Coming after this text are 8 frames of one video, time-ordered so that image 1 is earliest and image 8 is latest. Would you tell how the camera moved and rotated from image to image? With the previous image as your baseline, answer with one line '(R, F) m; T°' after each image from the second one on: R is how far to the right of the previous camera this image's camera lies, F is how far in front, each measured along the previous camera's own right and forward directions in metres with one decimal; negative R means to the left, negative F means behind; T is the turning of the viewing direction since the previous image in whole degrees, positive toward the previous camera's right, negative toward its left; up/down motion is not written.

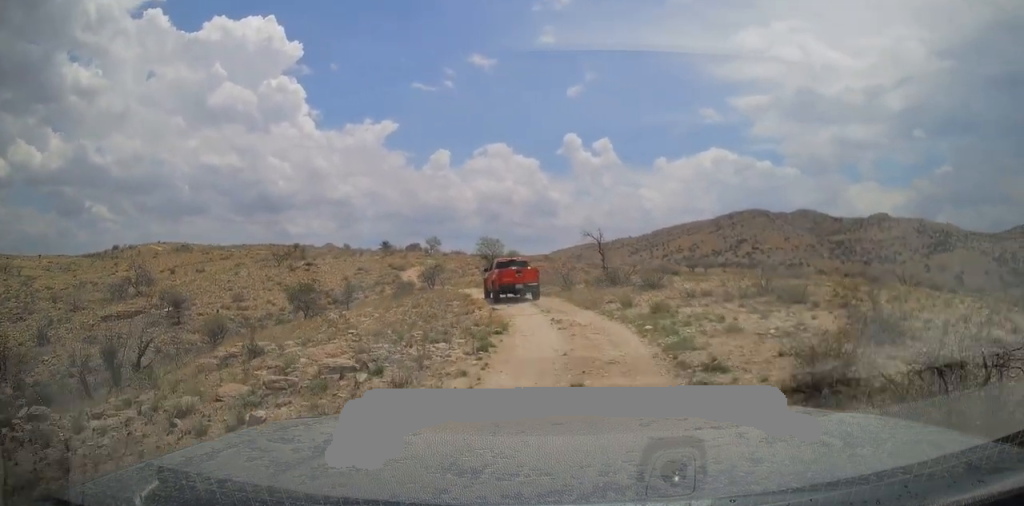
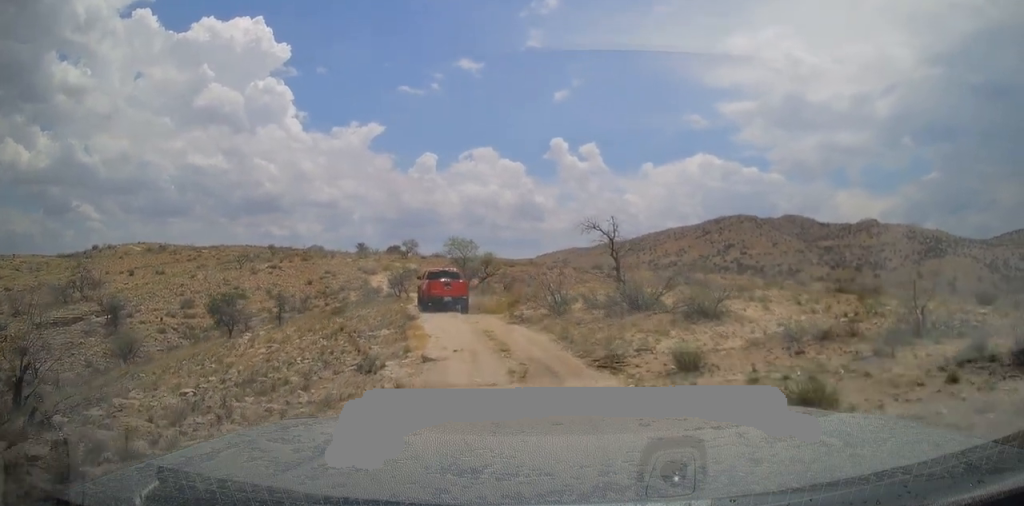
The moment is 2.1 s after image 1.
(+0.5, +10.3) m; +2°
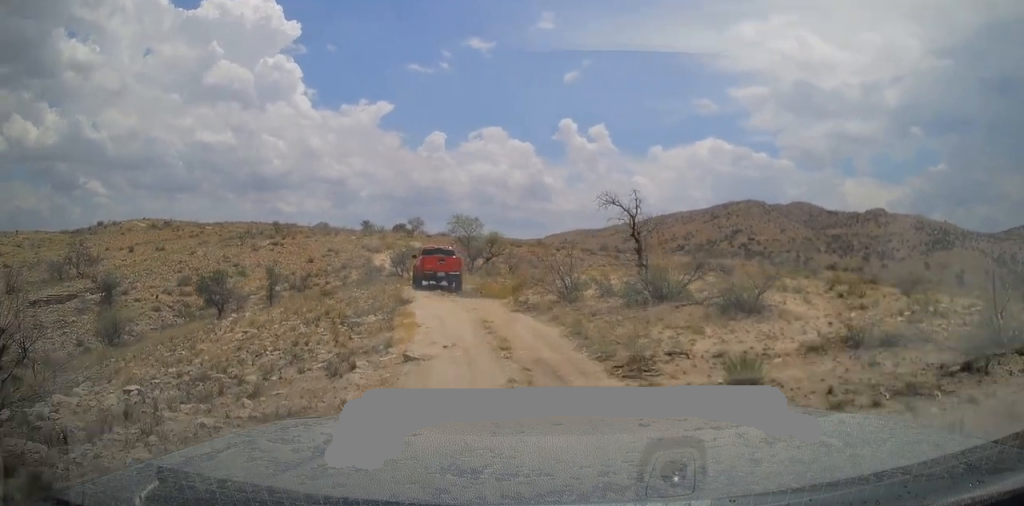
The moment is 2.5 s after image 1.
(0.0, +2.3) m; -1°
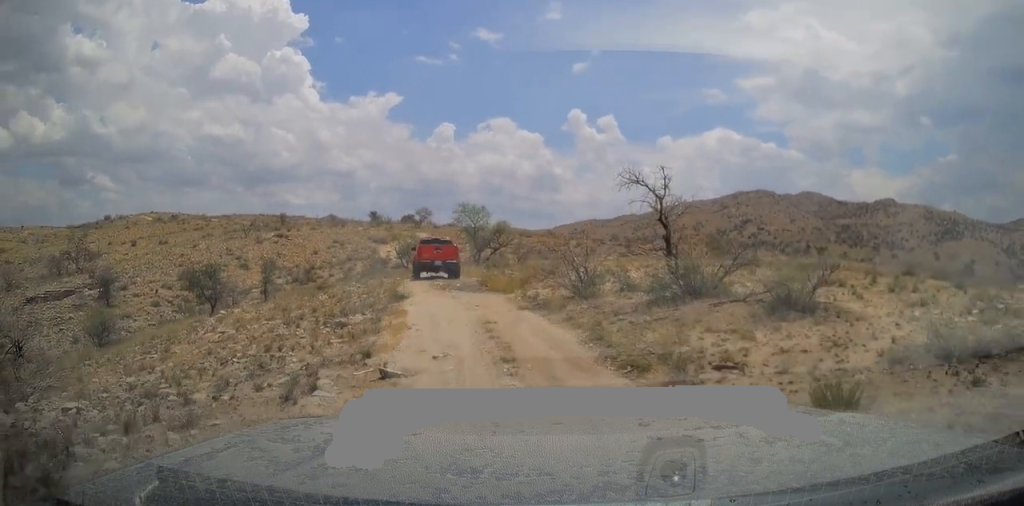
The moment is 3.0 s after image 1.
(-0.1, +2.1) m; -2°
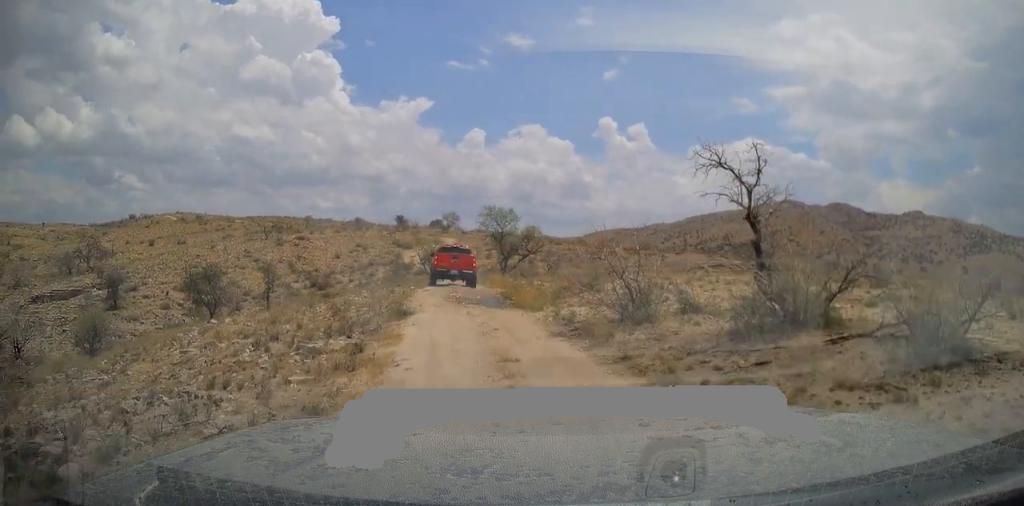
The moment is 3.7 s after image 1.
(-0.1, +3.4) m; -4°
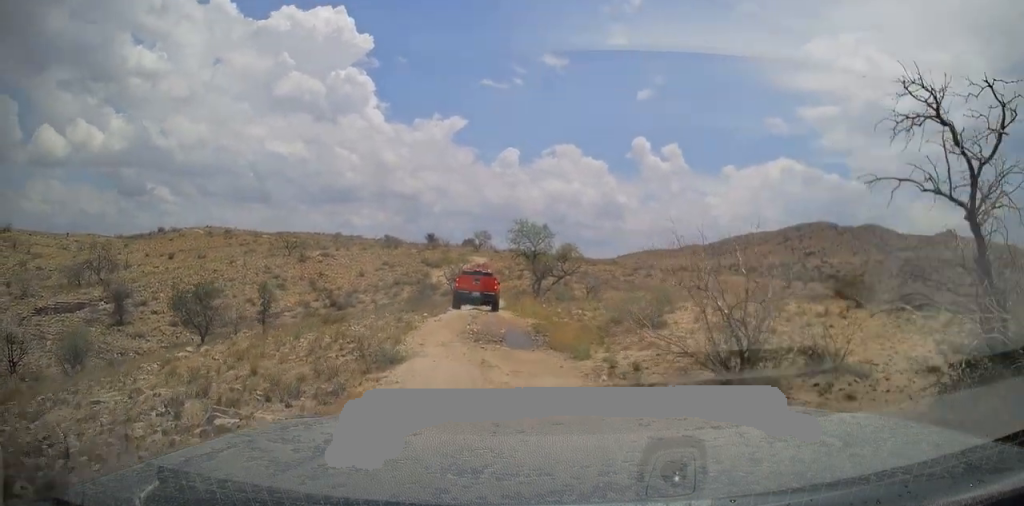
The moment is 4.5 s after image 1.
(-0.1, +4.2) m; -4°
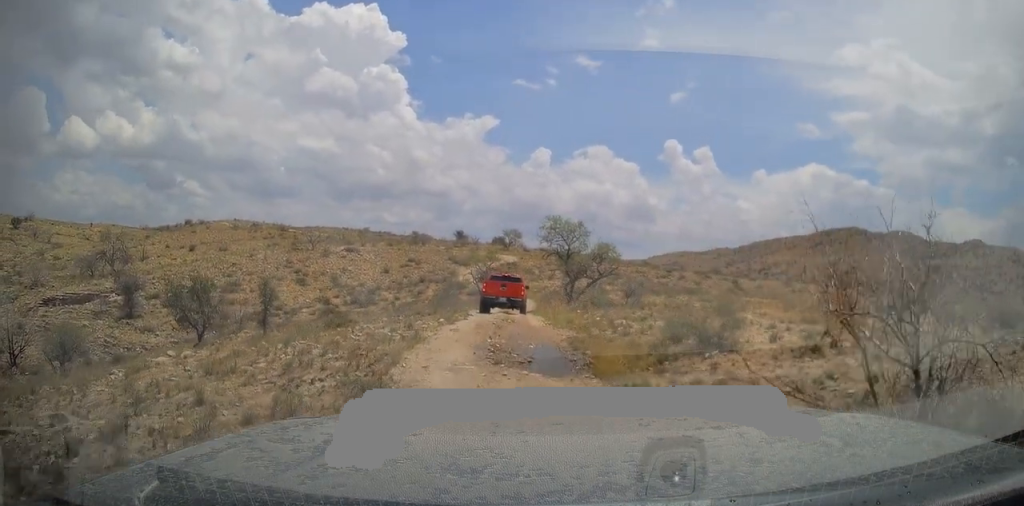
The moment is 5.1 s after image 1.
(-0.1, +3.0) m; -2°
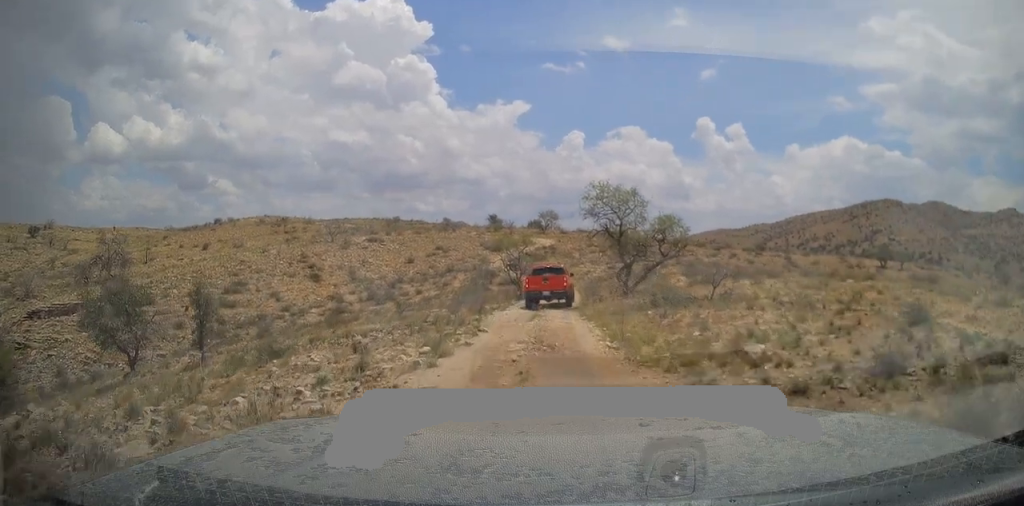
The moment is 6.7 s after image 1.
(-0.3, +8.0) m; -4°
